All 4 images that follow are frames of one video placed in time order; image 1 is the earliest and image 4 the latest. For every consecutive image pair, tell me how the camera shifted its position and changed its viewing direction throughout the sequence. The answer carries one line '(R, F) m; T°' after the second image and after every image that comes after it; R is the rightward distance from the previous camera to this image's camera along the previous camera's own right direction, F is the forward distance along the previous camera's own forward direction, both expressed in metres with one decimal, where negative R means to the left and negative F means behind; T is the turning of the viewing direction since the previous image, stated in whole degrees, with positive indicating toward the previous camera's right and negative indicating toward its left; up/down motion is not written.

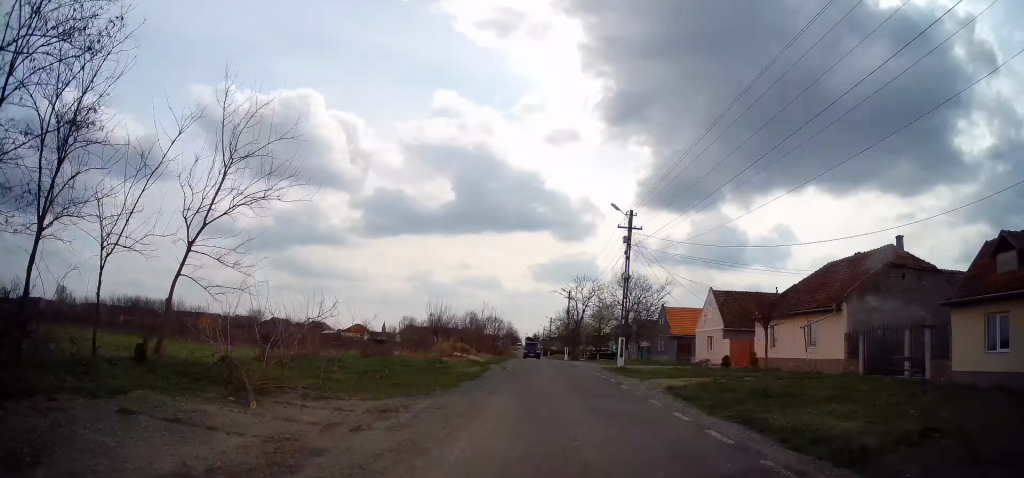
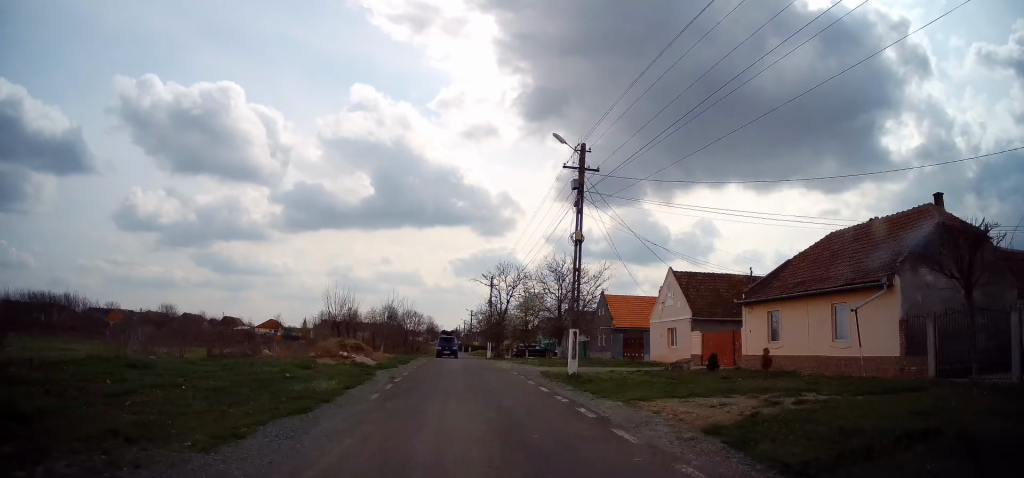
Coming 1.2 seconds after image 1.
(+1.6, +7.5) m; +14°
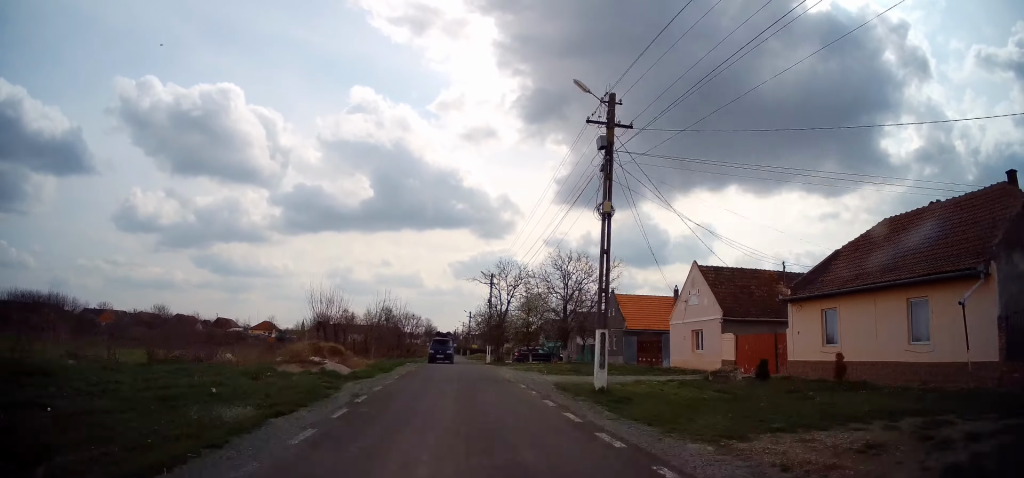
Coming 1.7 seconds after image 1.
(0.0, +3.9) m; 0°
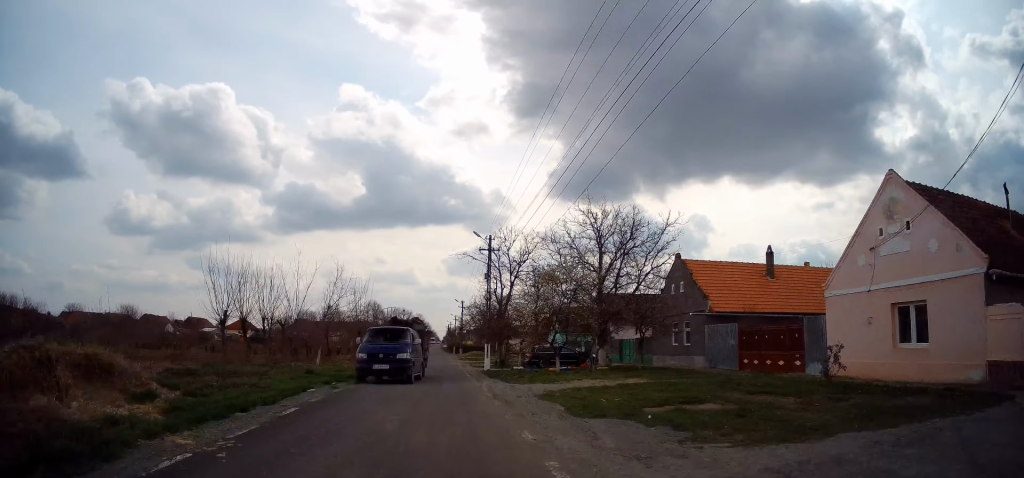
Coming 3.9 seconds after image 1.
(0.0, +15.9) m; 0°
